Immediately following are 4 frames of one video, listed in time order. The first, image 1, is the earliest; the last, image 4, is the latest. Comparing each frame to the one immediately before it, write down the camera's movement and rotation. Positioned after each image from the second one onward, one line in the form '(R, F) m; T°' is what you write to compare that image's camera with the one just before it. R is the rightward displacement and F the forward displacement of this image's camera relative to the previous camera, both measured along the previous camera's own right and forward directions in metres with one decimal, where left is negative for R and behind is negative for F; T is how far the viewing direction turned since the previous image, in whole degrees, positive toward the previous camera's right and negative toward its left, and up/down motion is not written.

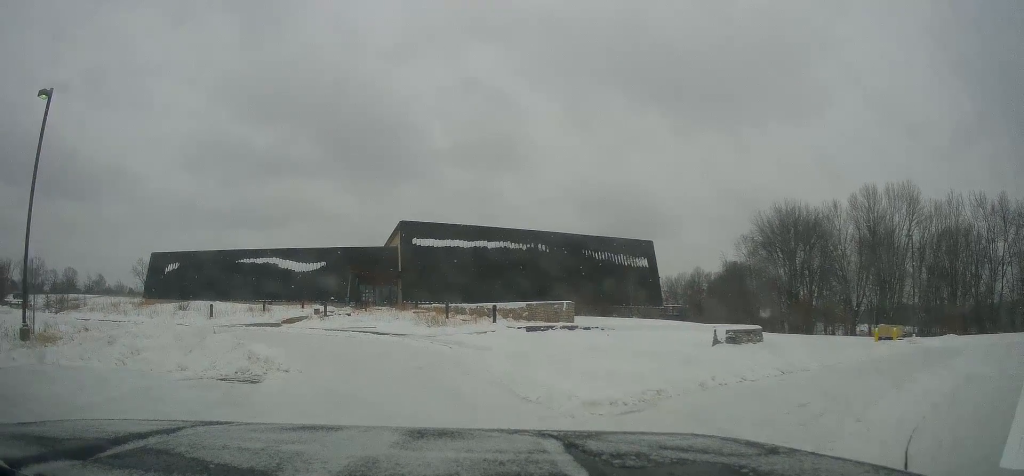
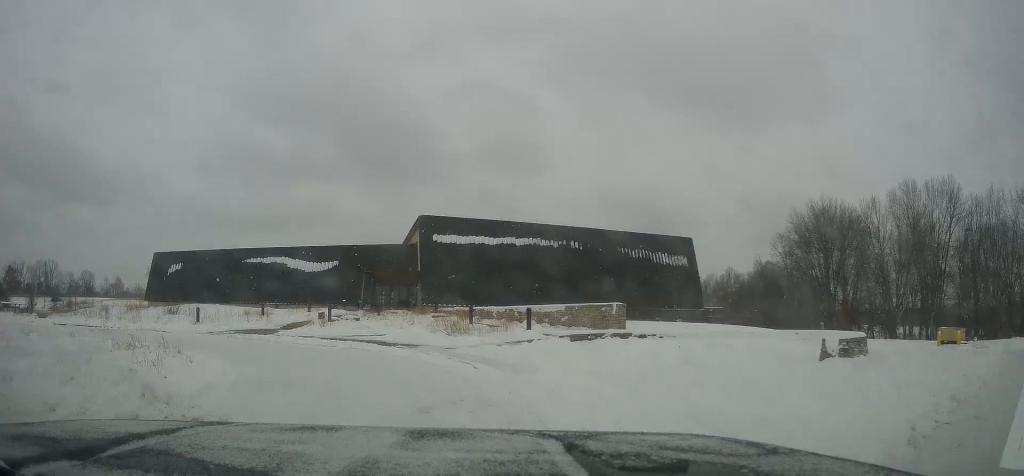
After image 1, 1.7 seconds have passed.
(-0.1, +5.8) m; -4°
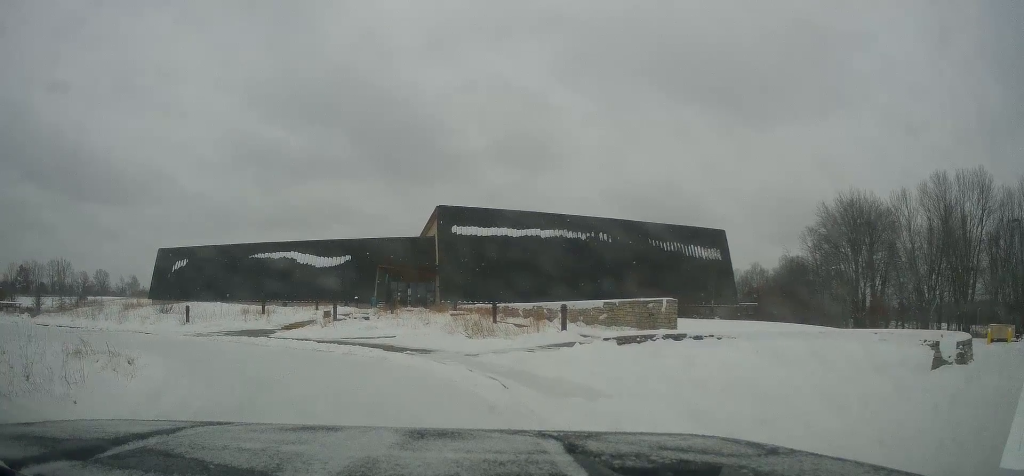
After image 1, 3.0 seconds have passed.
(-0.1, +4.2) m; -2°
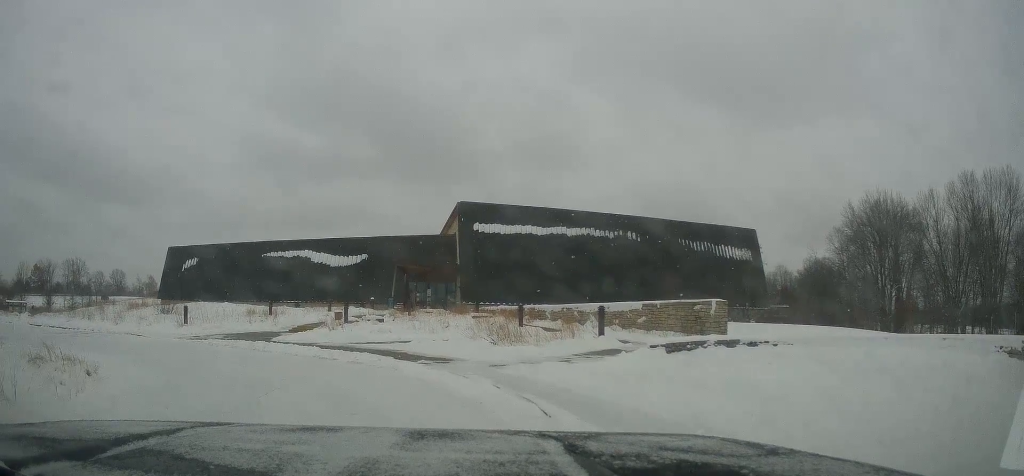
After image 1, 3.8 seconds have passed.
(0.0, +2.5) m; -4°
